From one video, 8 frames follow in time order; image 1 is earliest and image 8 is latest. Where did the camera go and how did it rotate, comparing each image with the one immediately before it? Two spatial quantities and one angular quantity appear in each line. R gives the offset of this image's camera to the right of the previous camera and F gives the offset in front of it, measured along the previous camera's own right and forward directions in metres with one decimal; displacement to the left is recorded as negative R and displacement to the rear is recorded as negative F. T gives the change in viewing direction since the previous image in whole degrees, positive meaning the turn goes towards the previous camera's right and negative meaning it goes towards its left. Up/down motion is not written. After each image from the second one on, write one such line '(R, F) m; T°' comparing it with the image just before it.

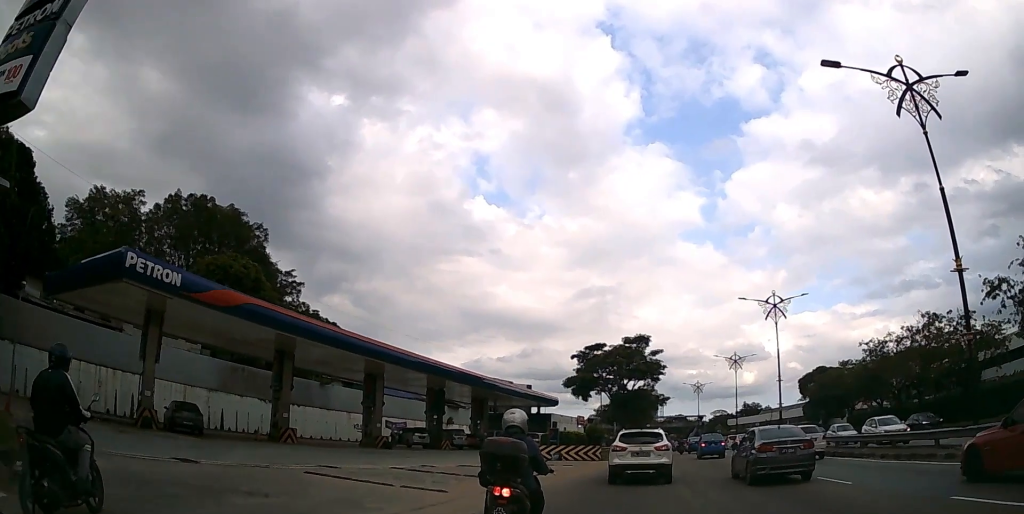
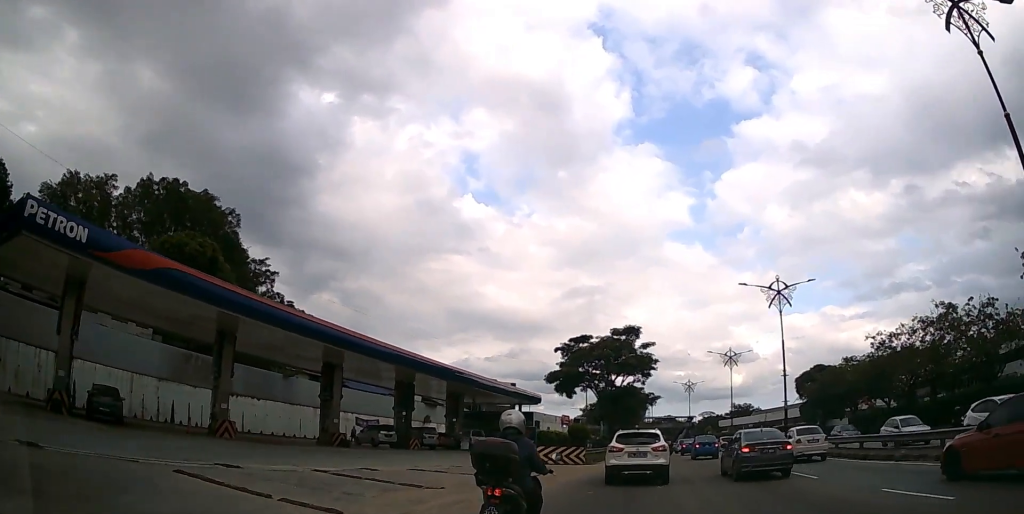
(+0.1, +4.4) m; +1°
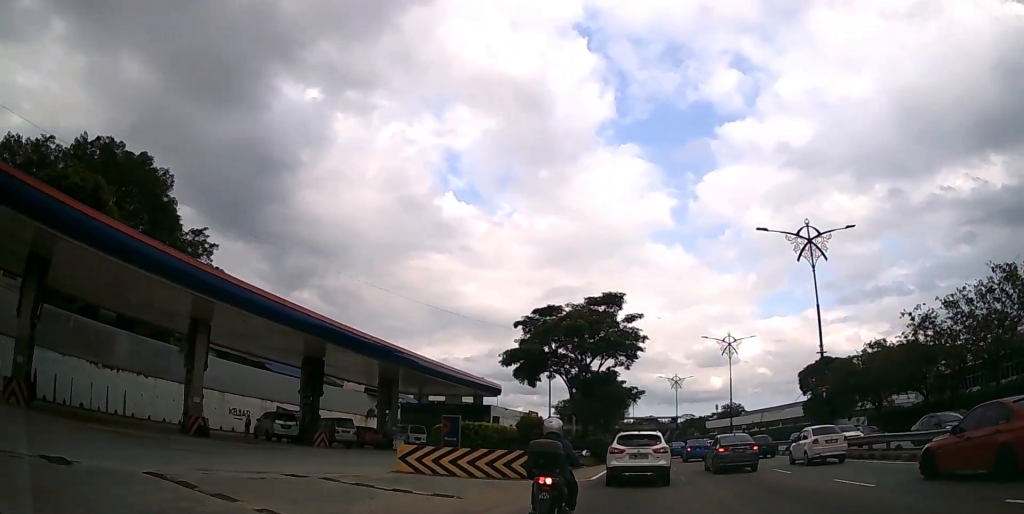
(+0.2, +11.6) m; +2°
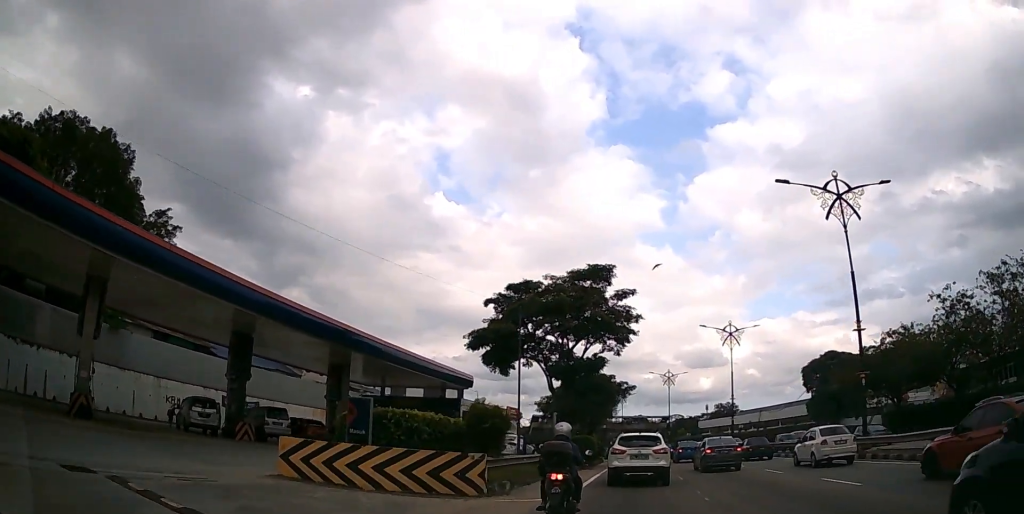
(+0.1, +6.3) m; +1°
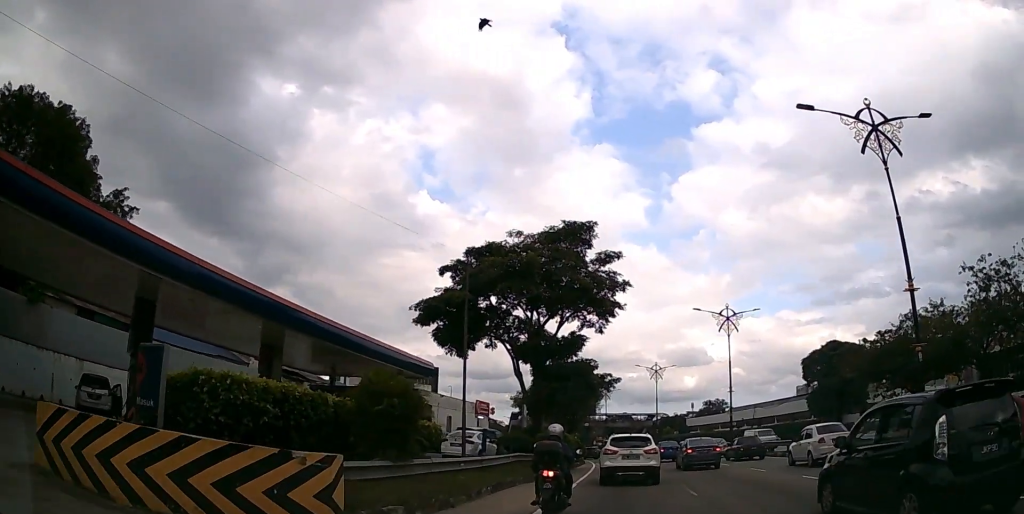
(+0.1, +6.3) m; +1°
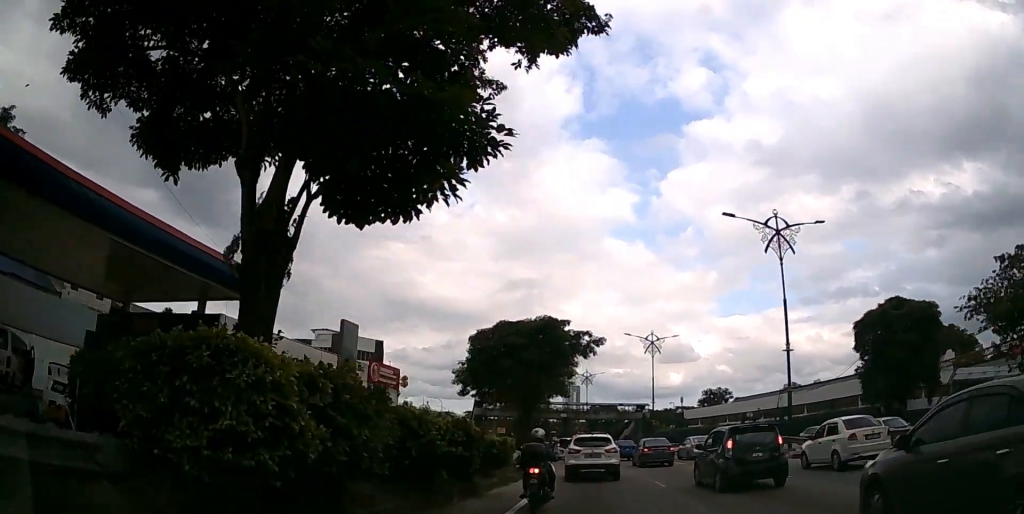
(+0.6, +19.6) m; +2°
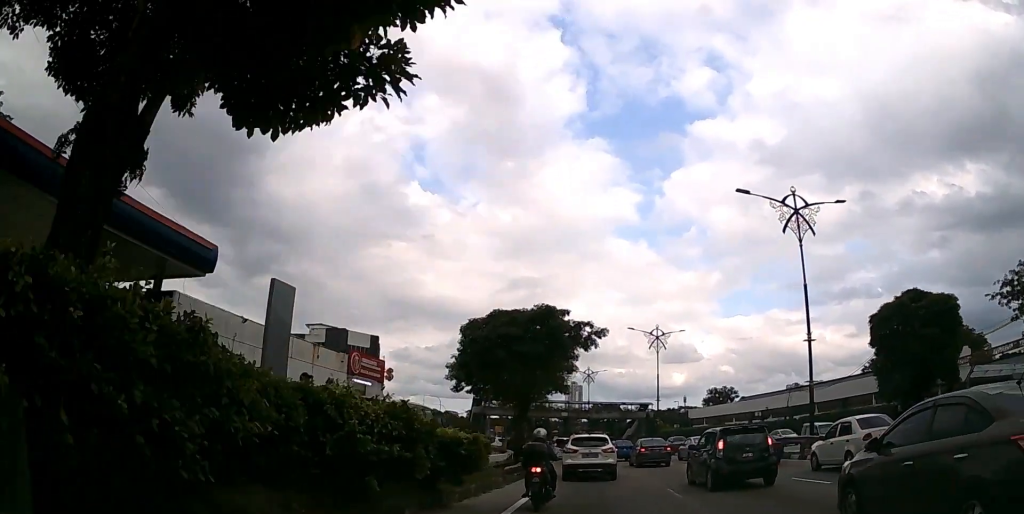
(0.0, +3.0) m; 0°
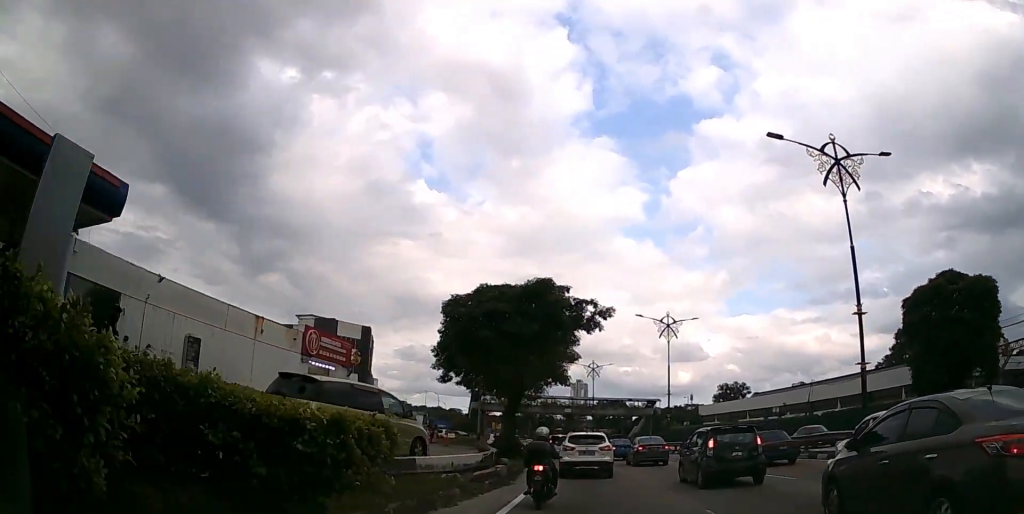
(0.0, +5.1) m; 0°
